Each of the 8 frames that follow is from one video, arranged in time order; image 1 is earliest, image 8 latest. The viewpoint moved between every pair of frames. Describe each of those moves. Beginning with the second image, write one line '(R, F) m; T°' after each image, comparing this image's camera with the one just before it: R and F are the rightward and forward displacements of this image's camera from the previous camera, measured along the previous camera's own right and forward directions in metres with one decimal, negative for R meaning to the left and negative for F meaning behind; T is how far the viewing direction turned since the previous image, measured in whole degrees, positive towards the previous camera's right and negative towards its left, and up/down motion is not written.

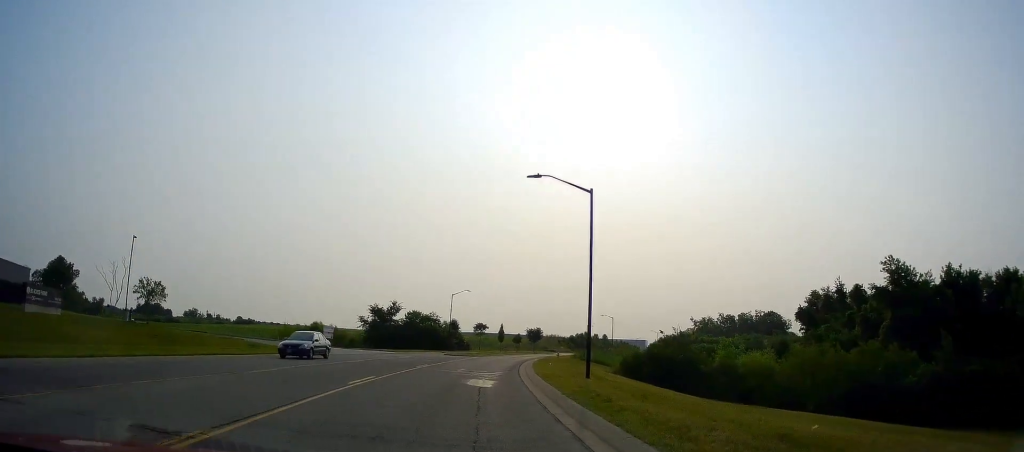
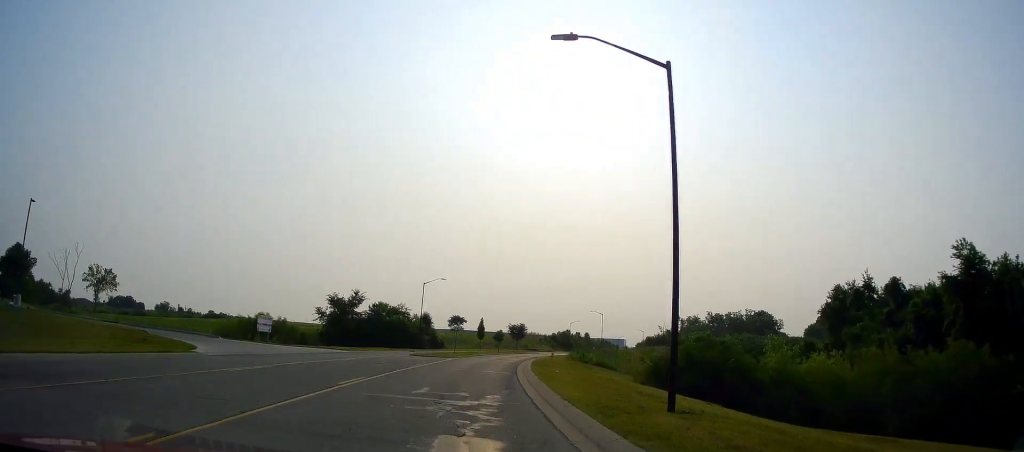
(+0.6, +12.9) m; +3°
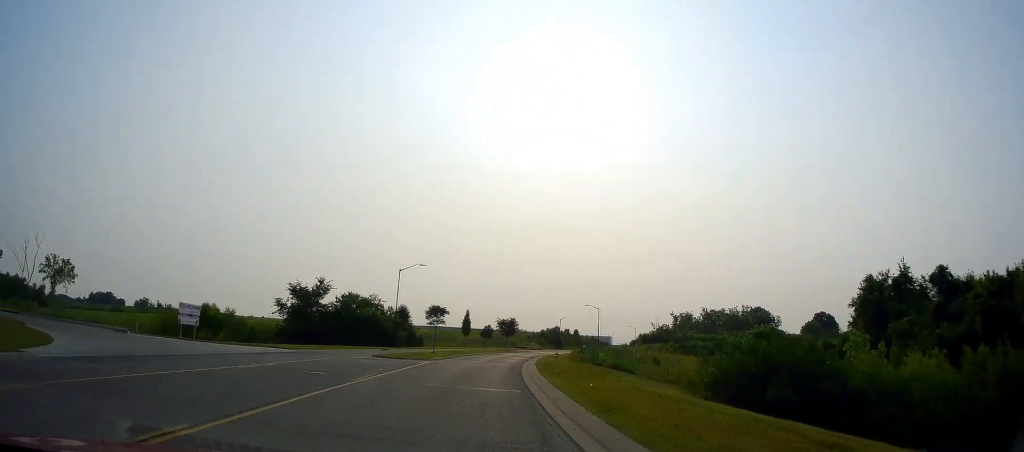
(+0.3, +11.1) m; 0°
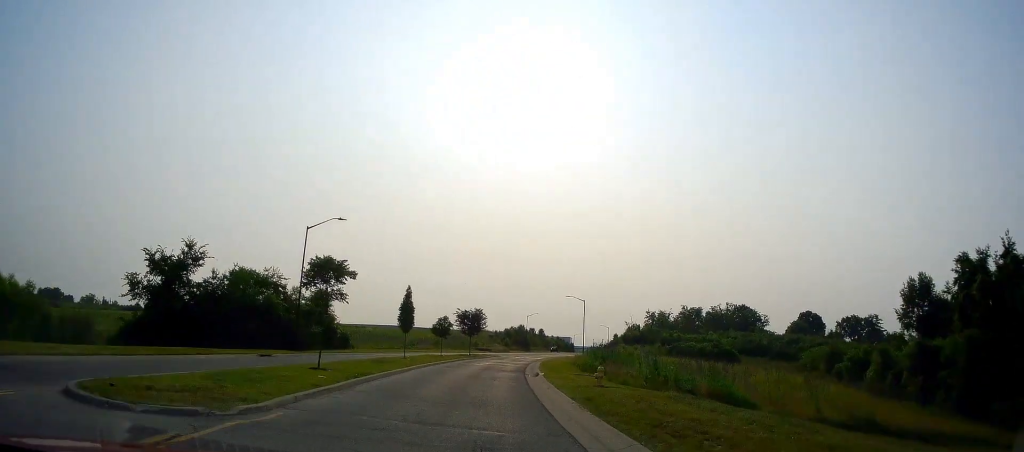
(+0.8, +24.2) m; +6°
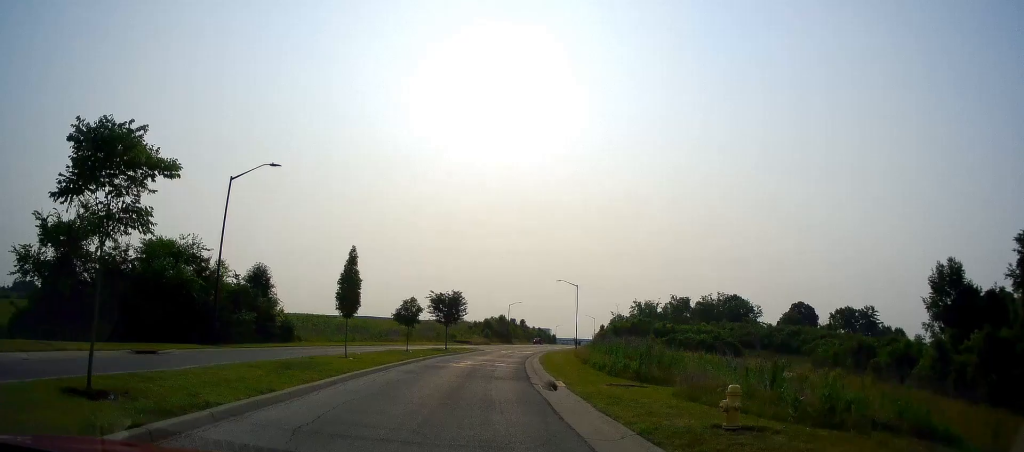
(+0.4, +11.3) m; +3°
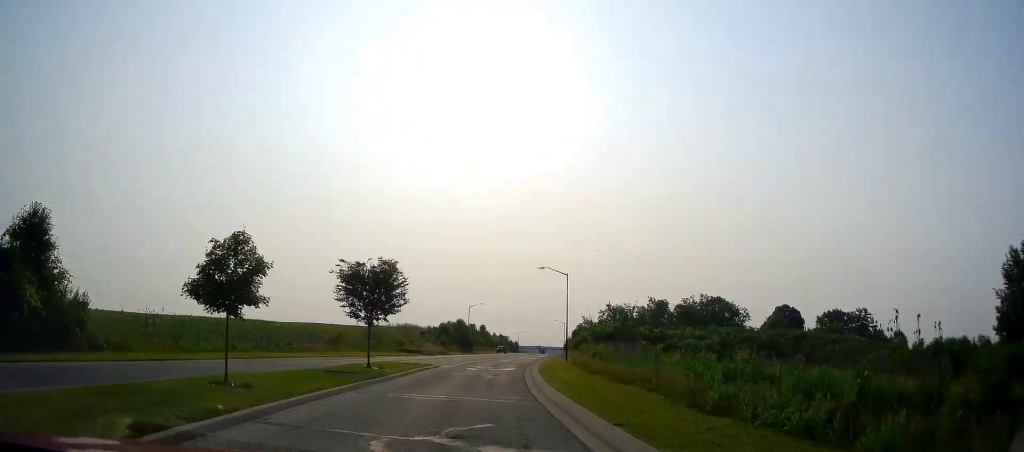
(+1.0, +21.9) m; +4°
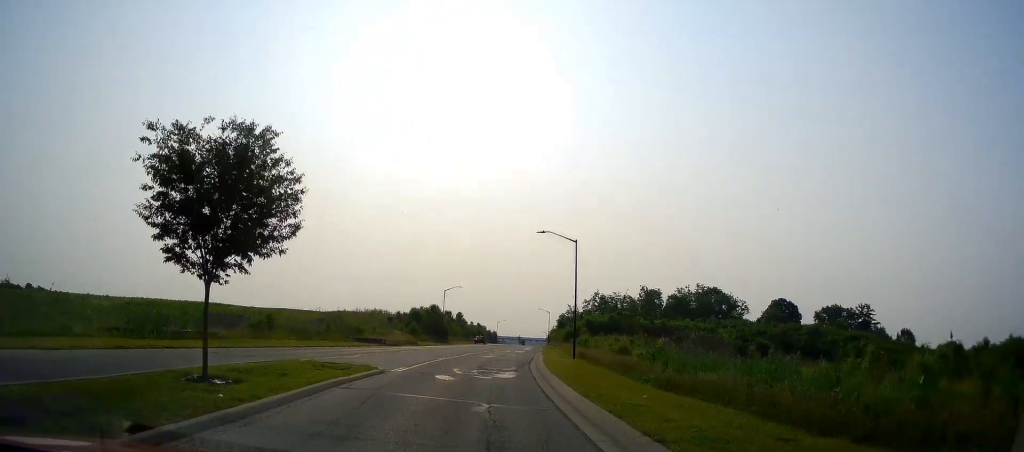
(+0.1, +15.0) m; +1°
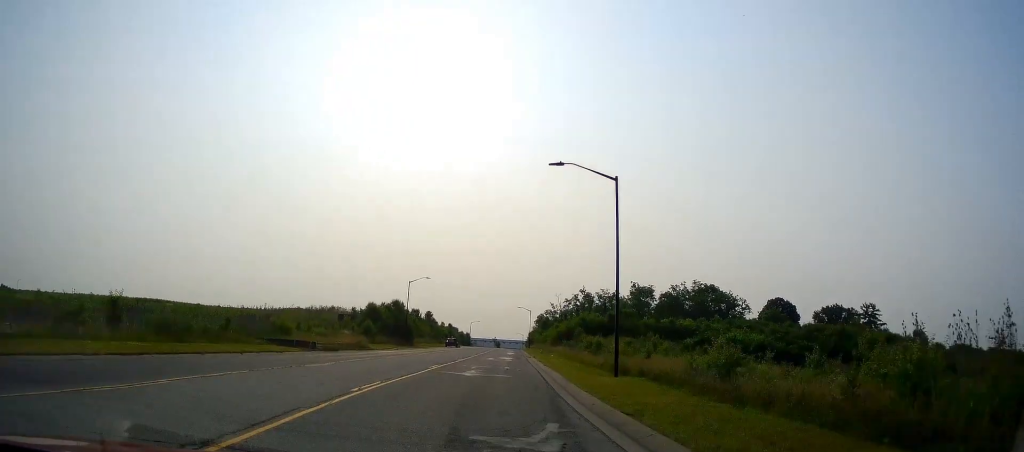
(0.0, +17.8) m; +3°
